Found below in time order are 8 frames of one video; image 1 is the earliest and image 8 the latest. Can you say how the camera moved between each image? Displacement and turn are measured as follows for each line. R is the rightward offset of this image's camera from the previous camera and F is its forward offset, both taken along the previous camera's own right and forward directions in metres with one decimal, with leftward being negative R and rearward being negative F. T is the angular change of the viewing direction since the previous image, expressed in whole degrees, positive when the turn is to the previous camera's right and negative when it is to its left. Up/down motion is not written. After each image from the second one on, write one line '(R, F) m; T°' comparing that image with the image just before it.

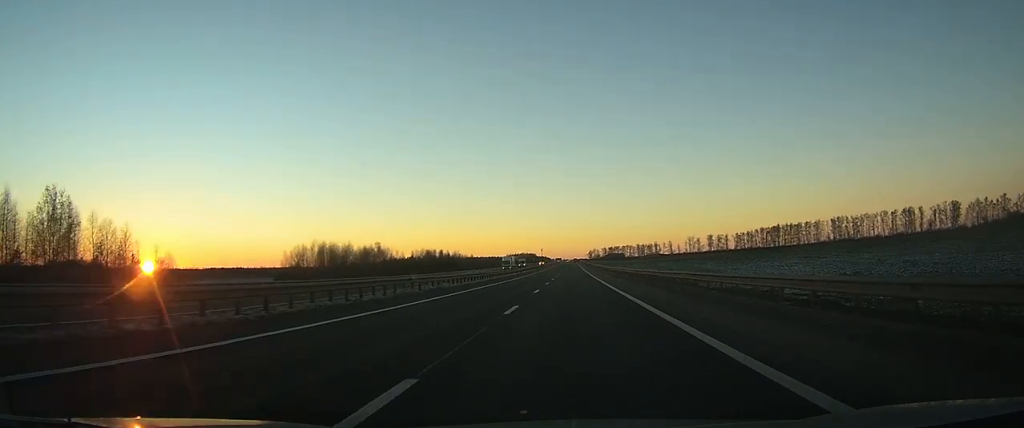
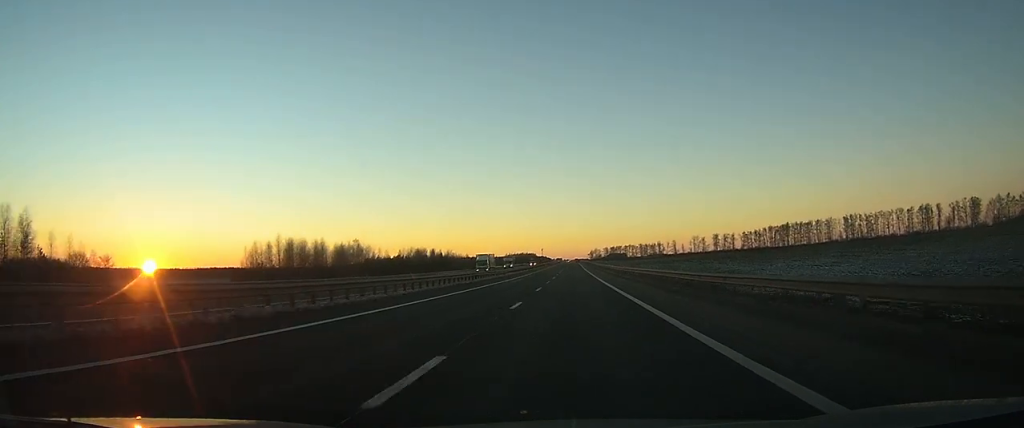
(0.0, +22.4) m; 0°
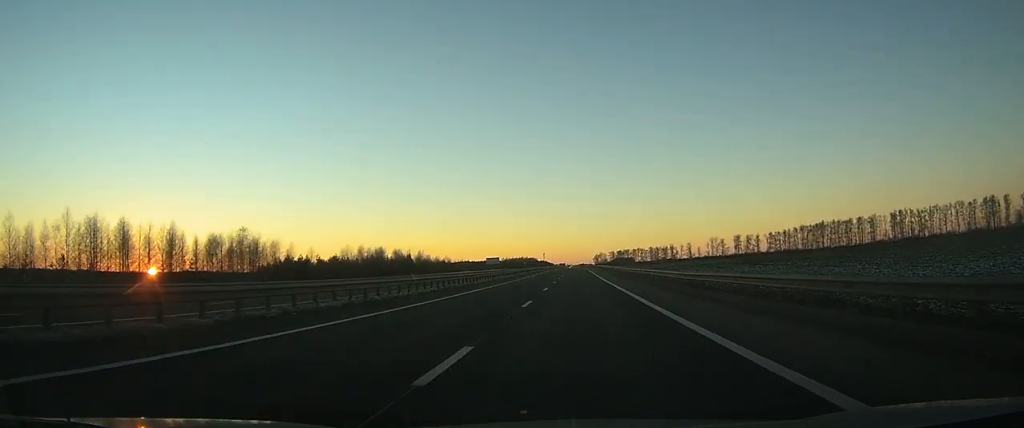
(-0.2, +70.6) m; 0°
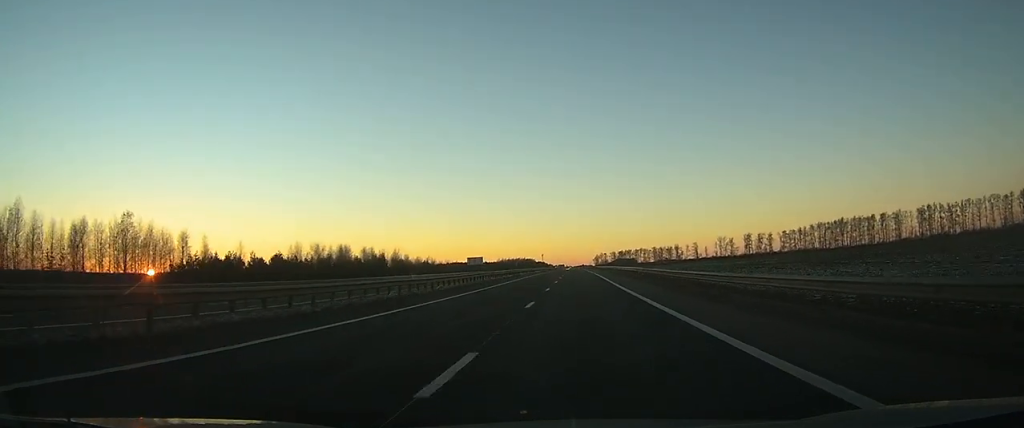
(0.0, +36.2) m; 0°
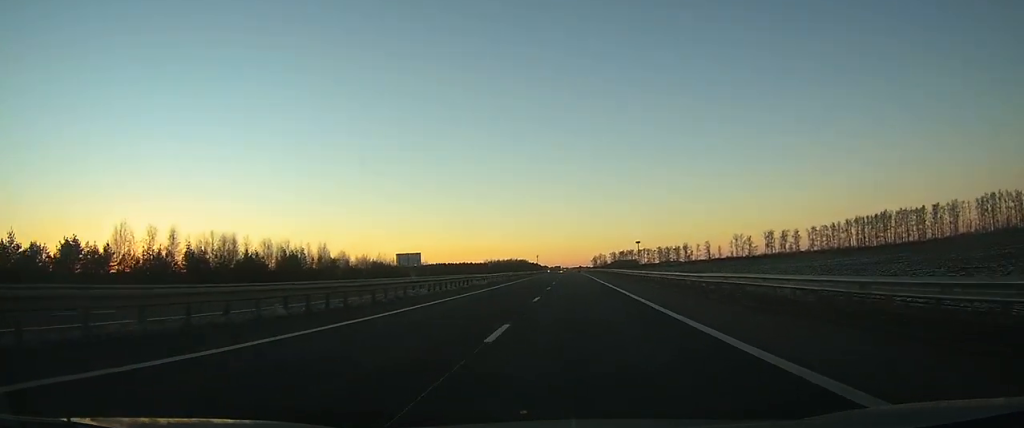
(+0.2, +67.1) m; 0°
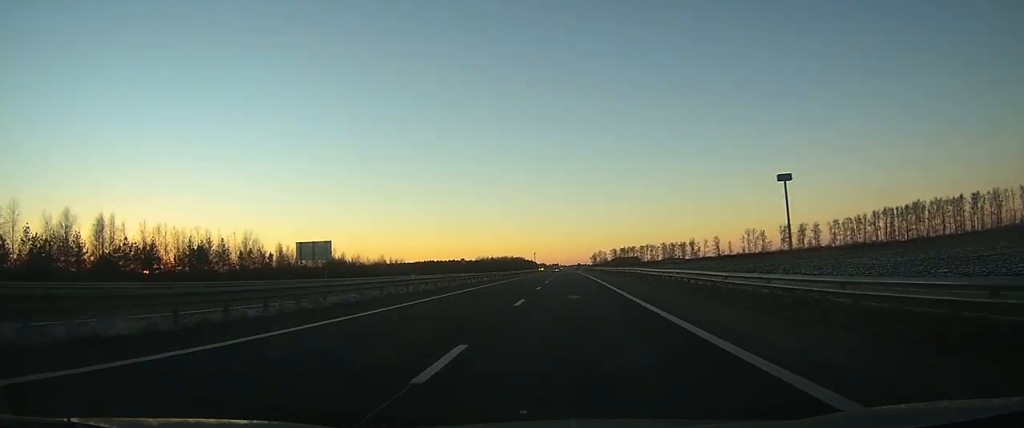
(-0.1, +39.5) m; 0°
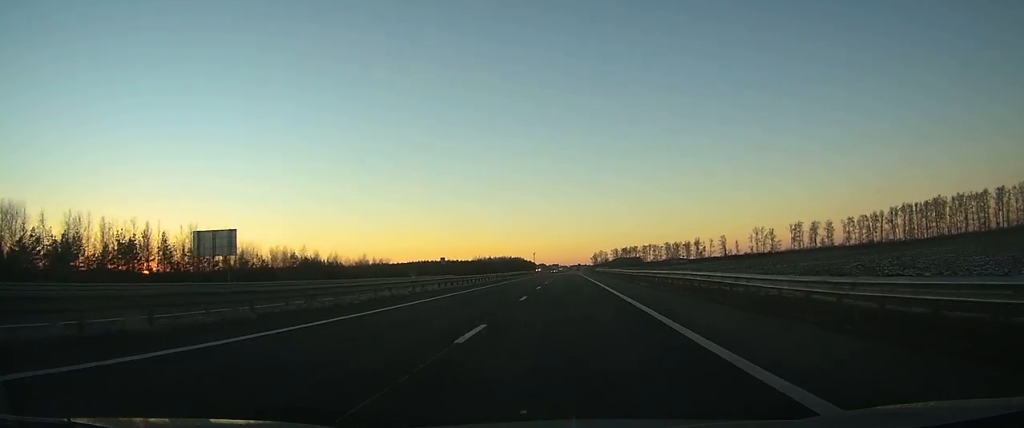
(-0.1, +20.6) m; 0°
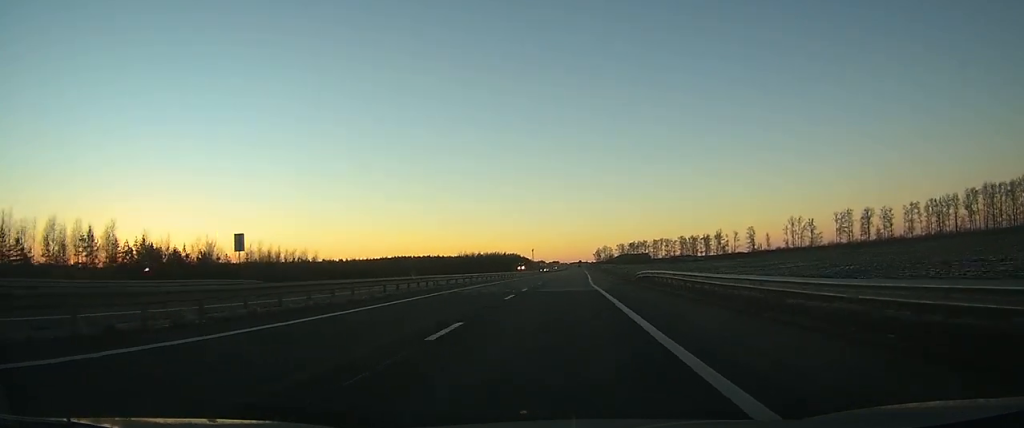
(+0.2, +71.7) m; 0°
